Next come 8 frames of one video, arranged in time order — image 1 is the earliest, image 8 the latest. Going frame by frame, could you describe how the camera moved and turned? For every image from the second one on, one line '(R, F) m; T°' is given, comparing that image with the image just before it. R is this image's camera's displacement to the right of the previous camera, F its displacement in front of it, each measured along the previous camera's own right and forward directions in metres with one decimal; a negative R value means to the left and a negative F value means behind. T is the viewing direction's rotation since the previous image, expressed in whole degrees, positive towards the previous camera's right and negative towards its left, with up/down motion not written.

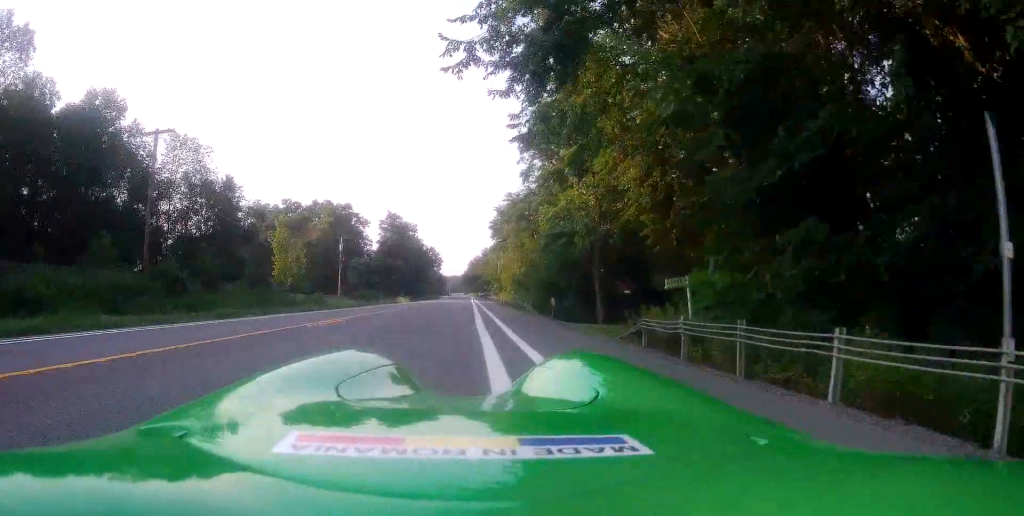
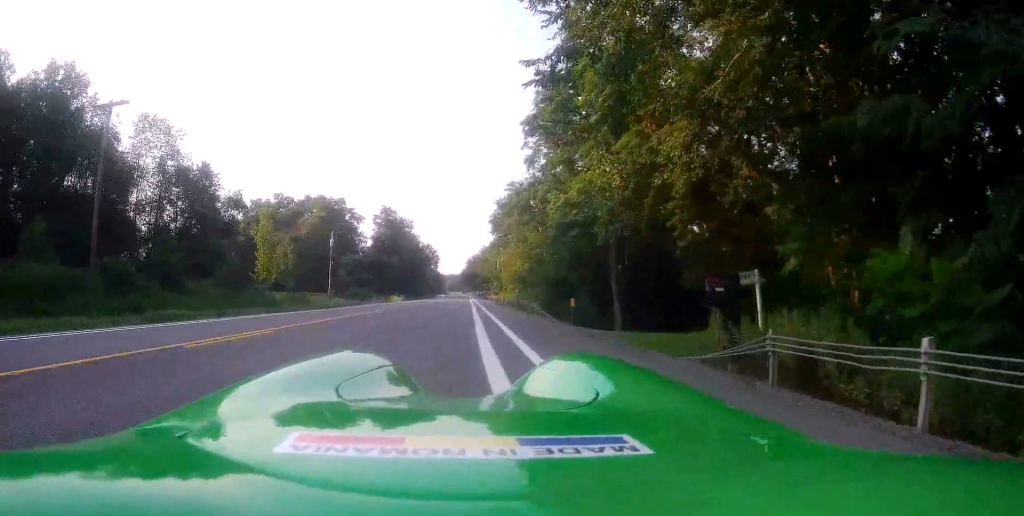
(0.0, +4.9) m; -1°
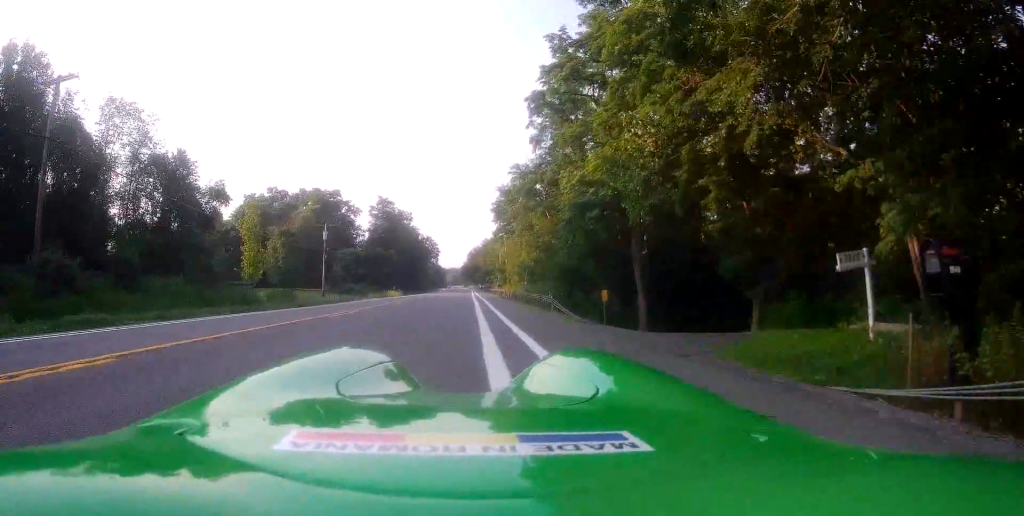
(+0.3, +4.4) m; -2°
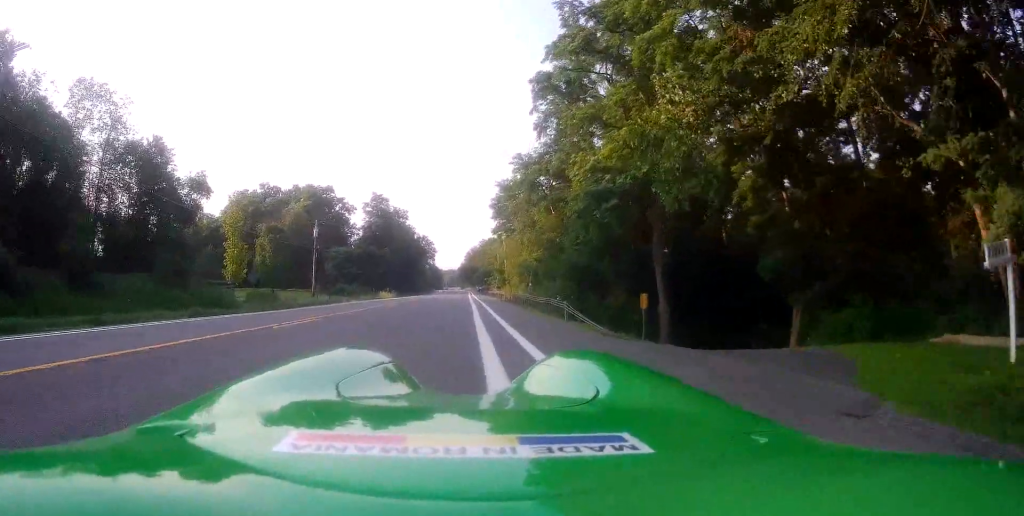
(-0.2, +2.9) m; +1°
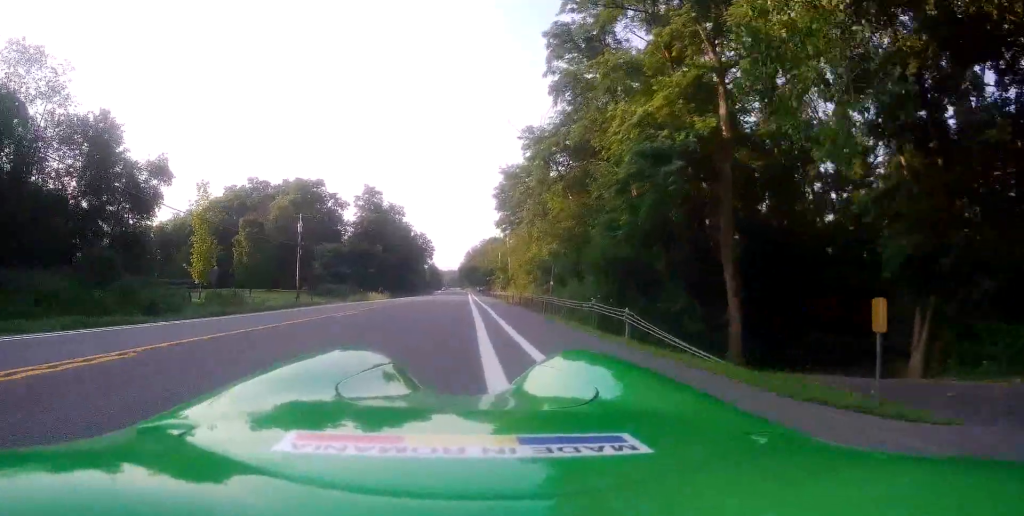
(-0.5, +5.8) m; +4°
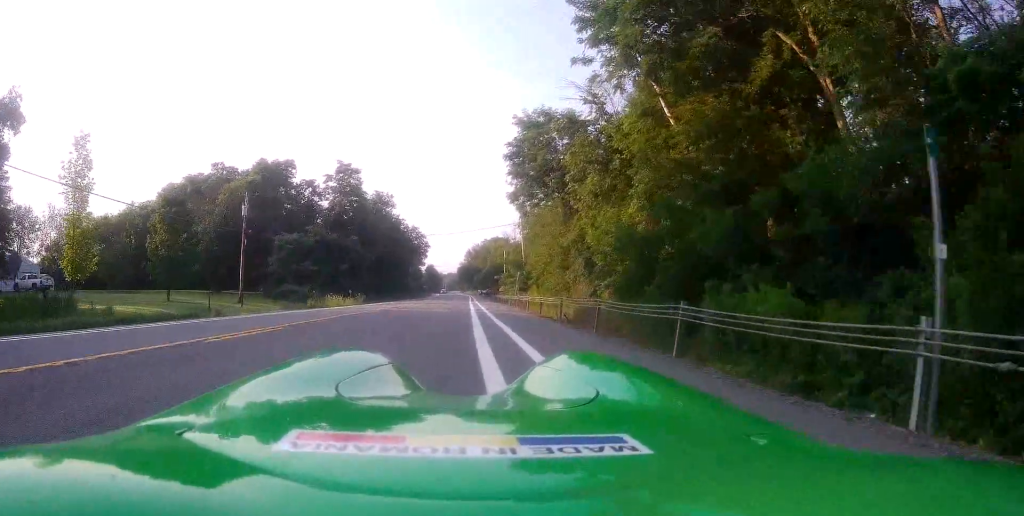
(+1.4, +21.2) m; -2°
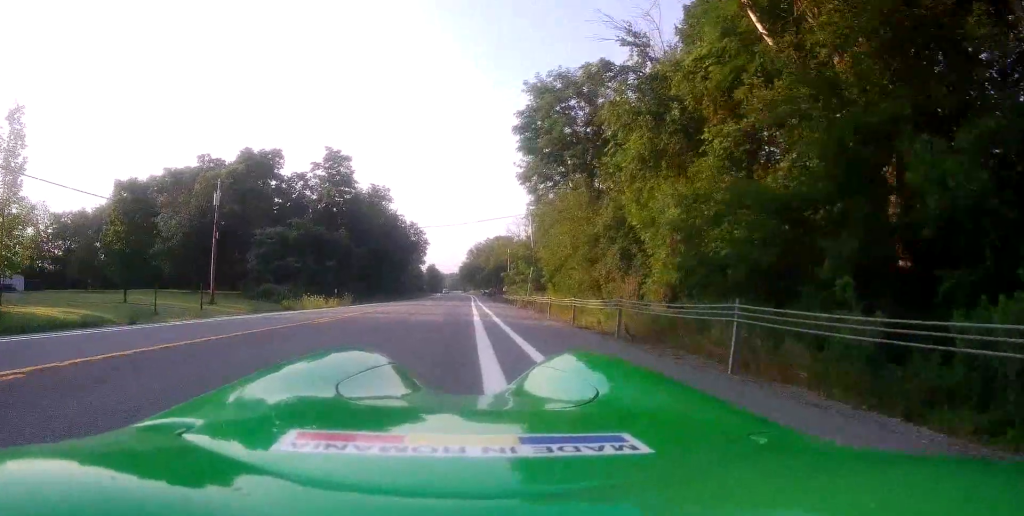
(-0.5, +7.3) m; -1°
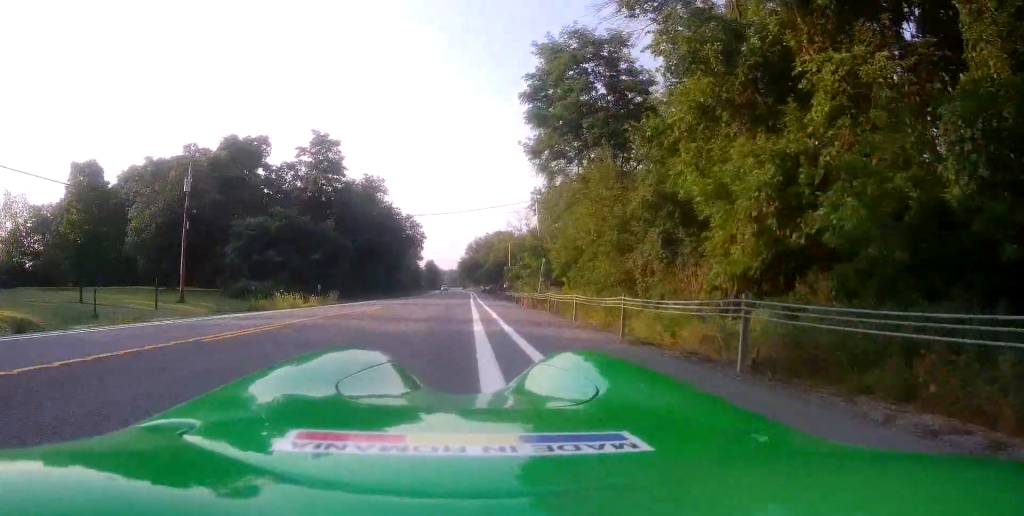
(+0.2, +5.2) m; +1°
